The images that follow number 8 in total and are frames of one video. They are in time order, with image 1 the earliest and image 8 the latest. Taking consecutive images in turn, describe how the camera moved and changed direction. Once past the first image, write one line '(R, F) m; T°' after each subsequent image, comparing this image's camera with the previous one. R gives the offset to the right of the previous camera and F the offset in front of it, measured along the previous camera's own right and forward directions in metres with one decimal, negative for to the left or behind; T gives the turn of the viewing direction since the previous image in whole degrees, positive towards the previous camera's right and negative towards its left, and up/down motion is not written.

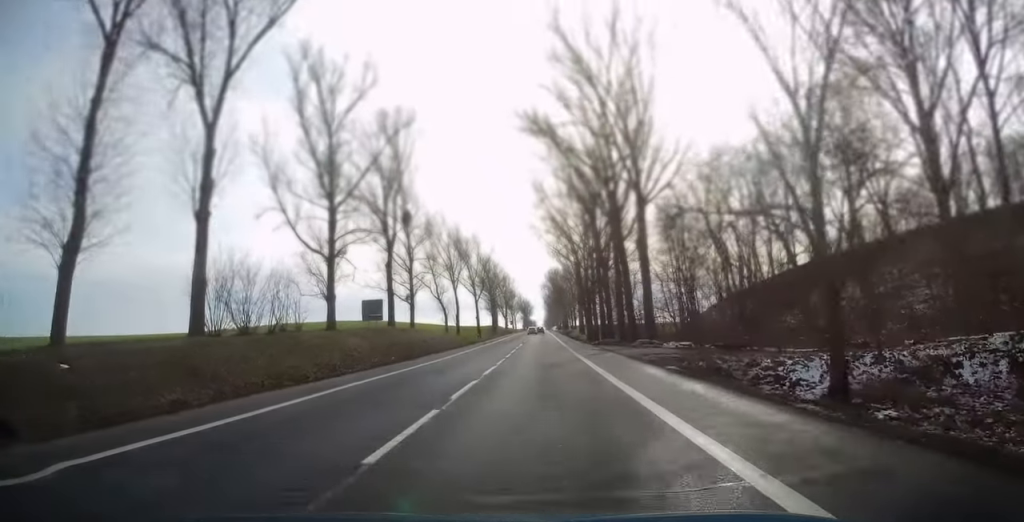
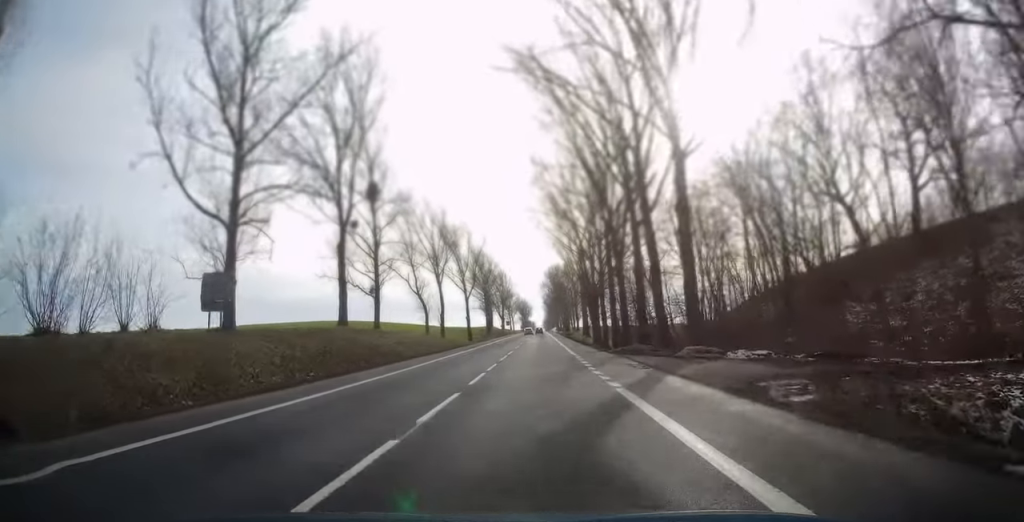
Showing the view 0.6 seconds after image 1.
(+0.1, +15.0) m; 0°
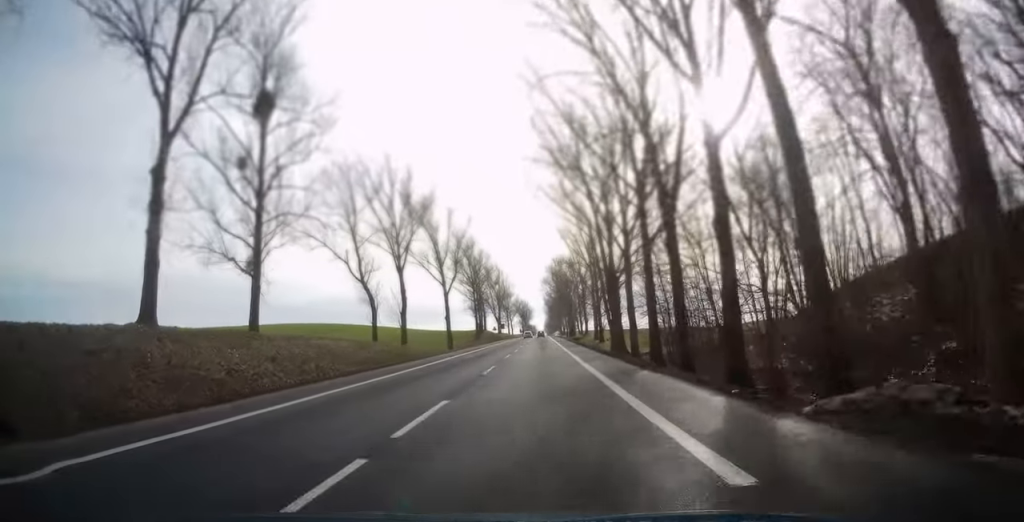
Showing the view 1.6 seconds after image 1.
(0.0, +25.3) m; 0°
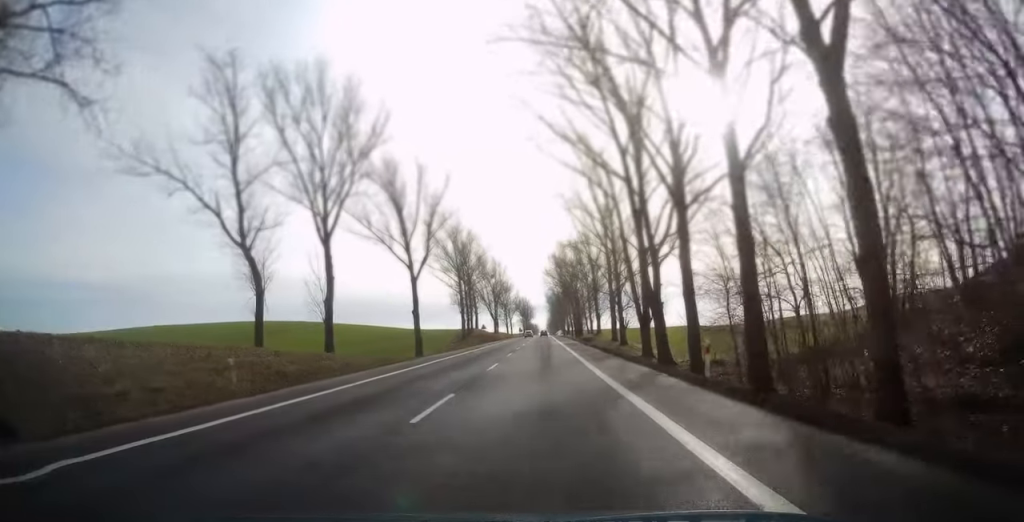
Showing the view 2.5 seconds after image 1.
(-0.1, +22.9) m; 0°
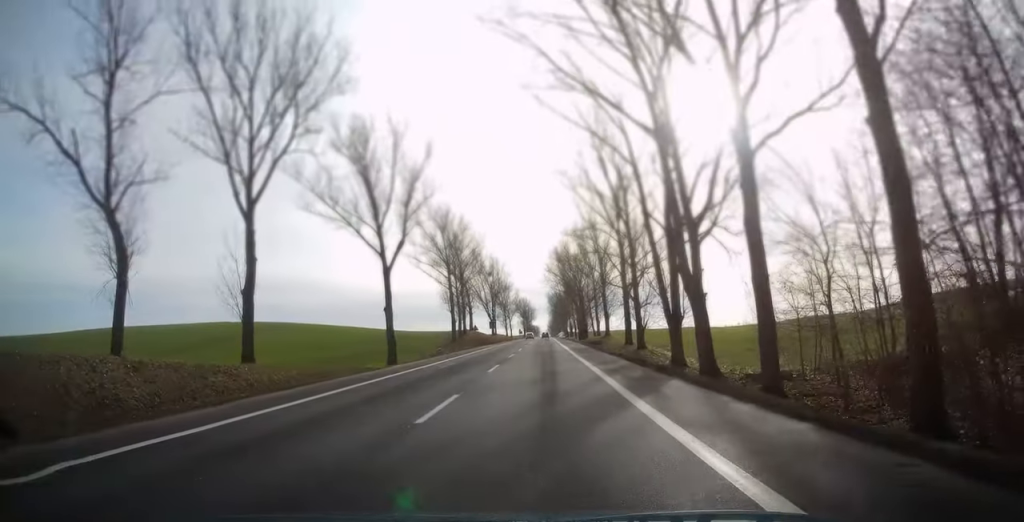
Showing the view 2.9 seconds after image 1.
(-0.1, +11.8) m; 0°
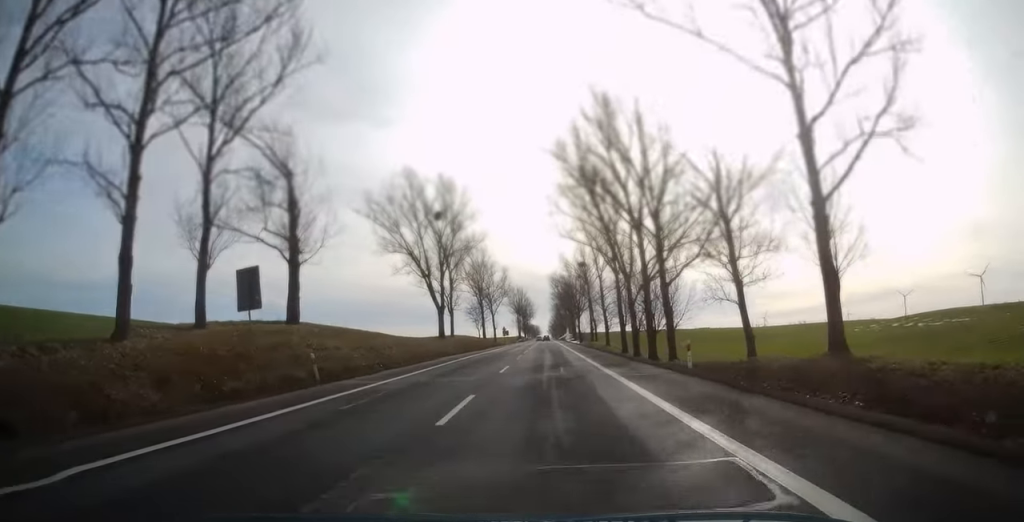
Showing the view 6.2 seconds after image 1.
(+0.2, +84.3) m; 0°
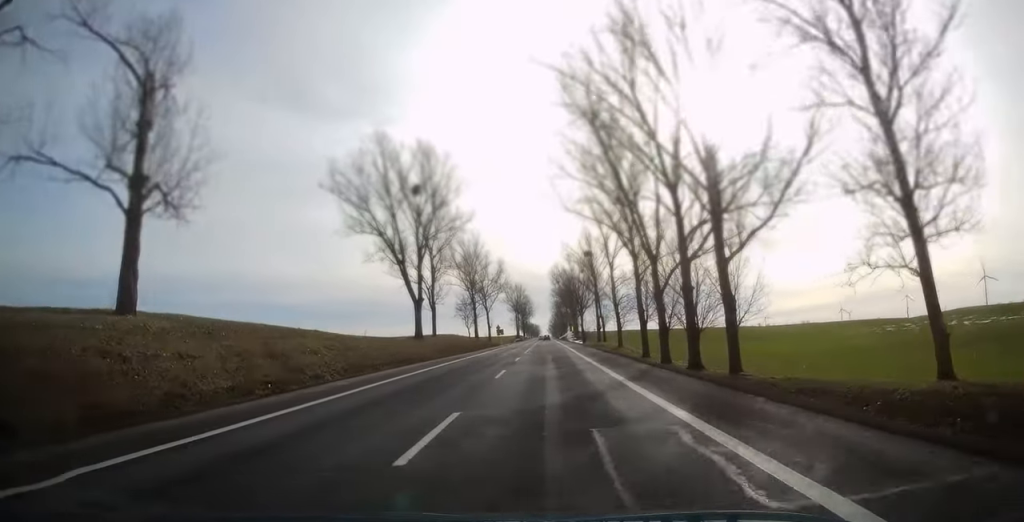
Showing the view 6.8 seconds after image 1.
(-0.1, +14.8) m; 0°
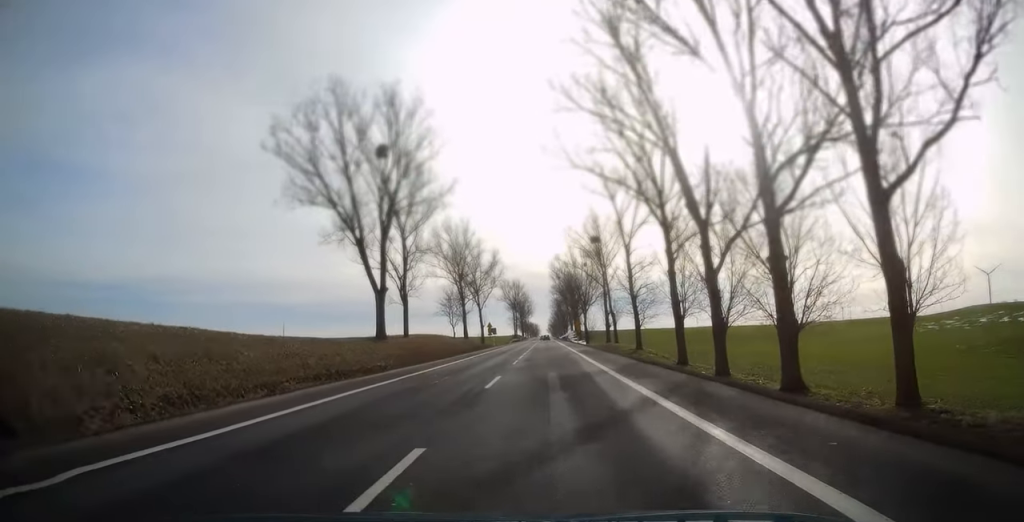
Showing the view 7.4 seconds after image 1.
(0.0, +15.2) m; 0°
